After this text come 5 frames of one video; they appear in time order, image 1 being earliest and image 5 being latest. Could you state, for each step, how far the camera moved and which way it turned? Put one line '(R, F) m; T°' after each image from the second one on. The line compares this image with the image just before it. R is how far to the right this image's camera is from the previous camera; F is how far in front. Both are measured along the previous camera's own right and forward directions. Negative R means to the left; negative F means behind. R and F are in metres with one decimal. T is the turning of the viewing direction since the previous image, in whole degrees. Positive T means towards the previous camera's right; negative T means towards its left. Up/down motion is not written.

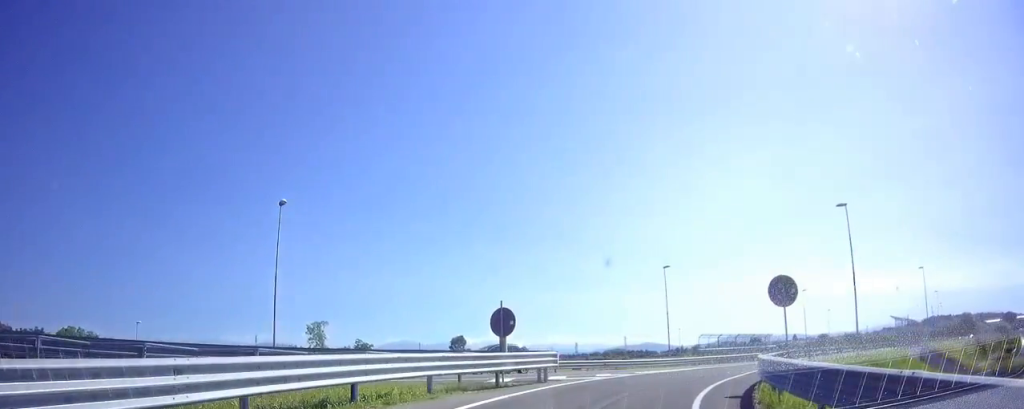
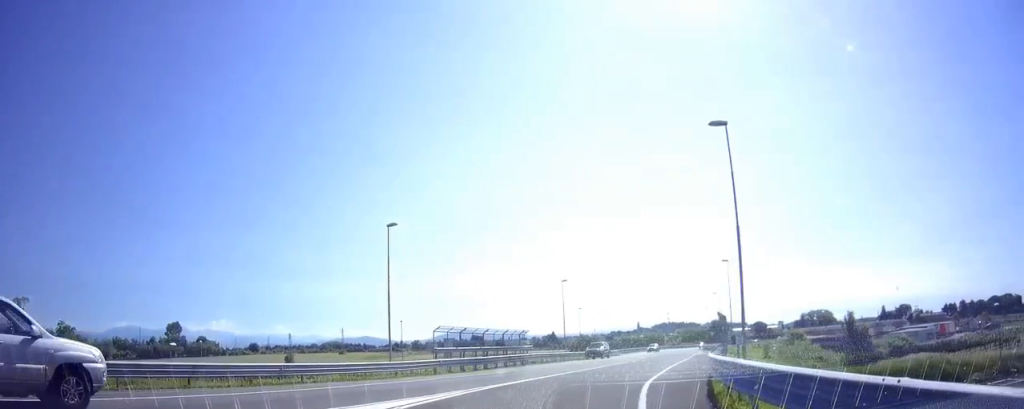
(+8.9, +12.3) m; +46°
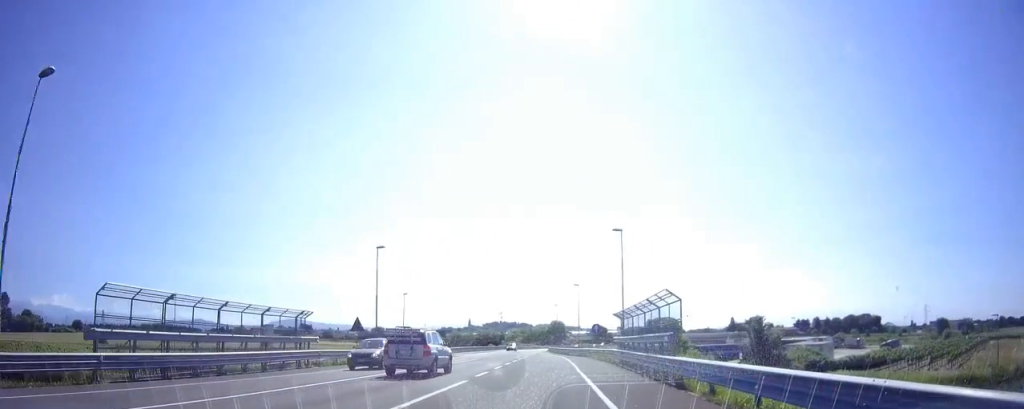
(+1.1, +19.3) m; +7°
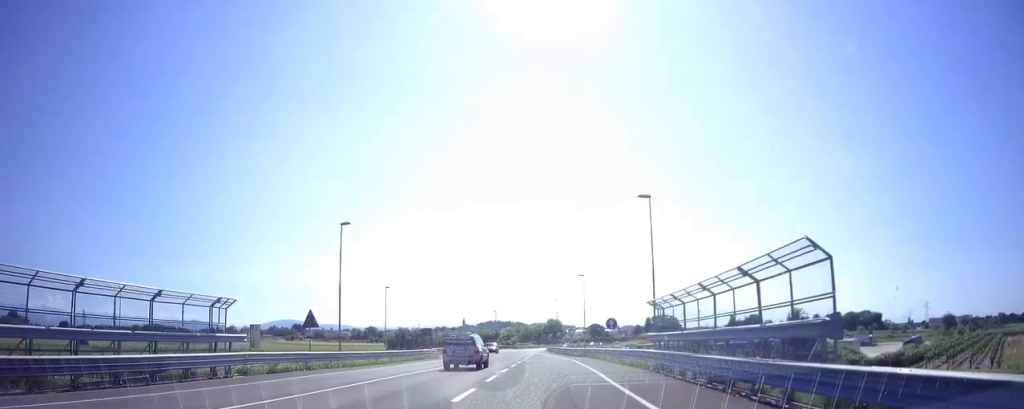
(+0.6, +9.6) m; +4°
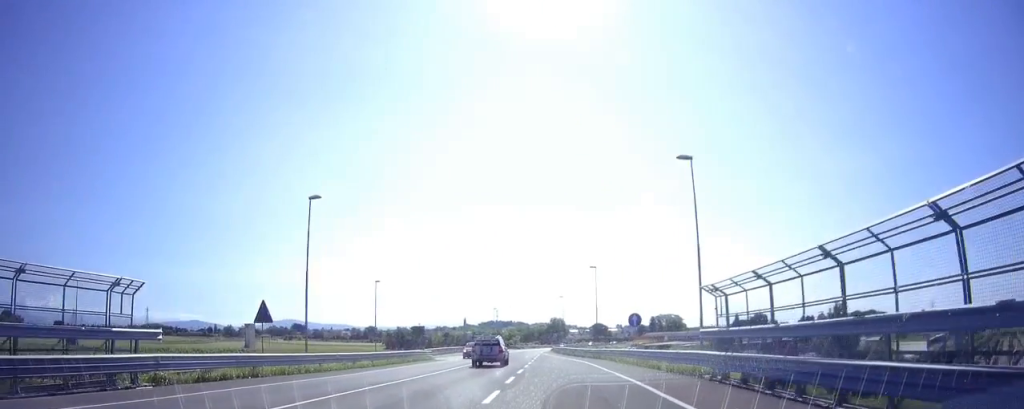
(+0.1, +6.8) m; 0°
